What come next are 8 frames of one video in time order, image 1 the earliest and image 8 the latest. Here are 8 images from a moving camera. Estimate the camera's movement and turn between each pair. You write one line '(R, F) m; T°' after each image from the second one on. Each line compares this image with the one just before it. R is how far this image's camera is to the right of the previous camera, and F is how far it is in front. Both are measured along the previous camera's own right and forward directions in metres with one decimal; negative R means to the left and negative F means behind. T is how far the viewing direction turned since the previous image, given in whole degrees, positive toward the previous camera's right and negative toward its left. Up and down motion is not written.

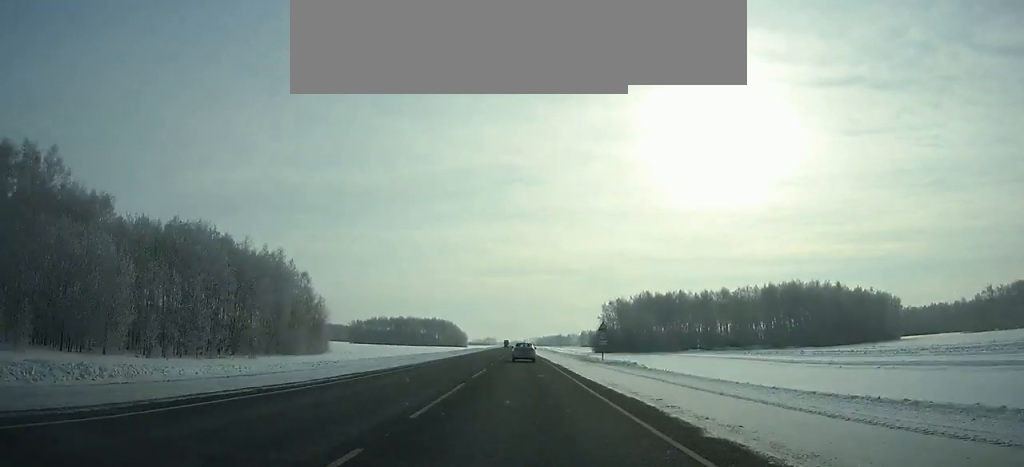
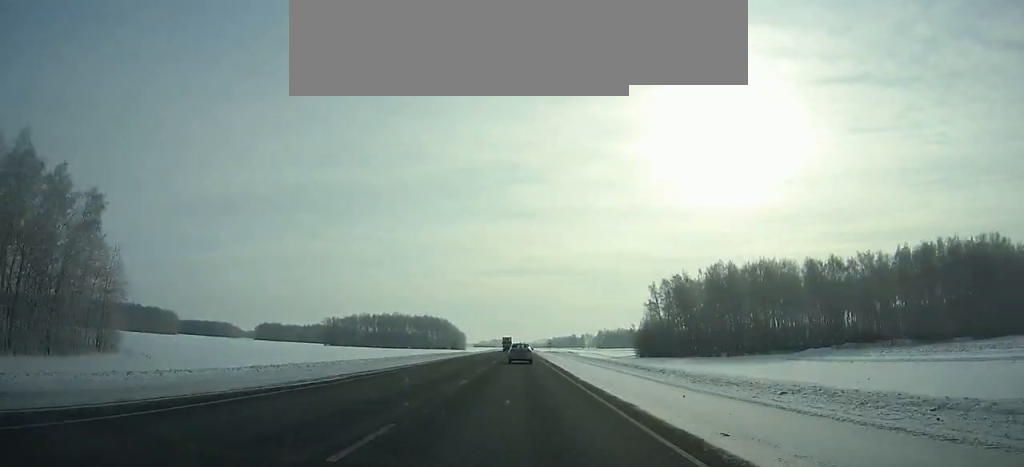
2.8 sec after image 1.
(-0.5, +76.9) m; 0°
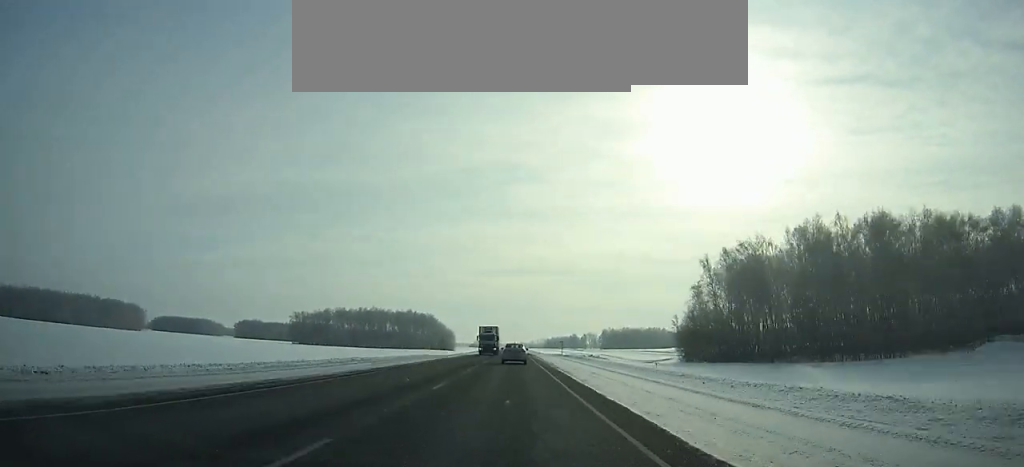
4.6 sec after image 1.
(0.0, +49.3) m; 0°
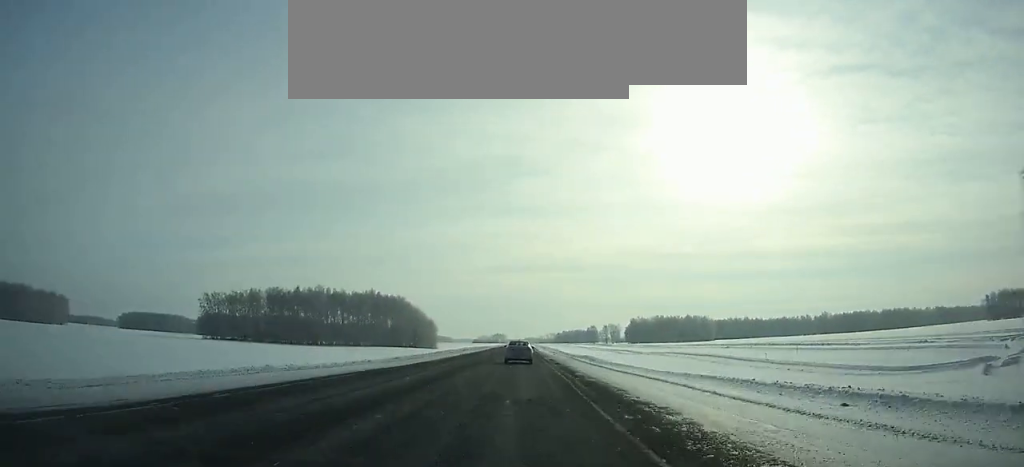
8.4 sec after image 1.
(-0.3, +103.9) m; 0°
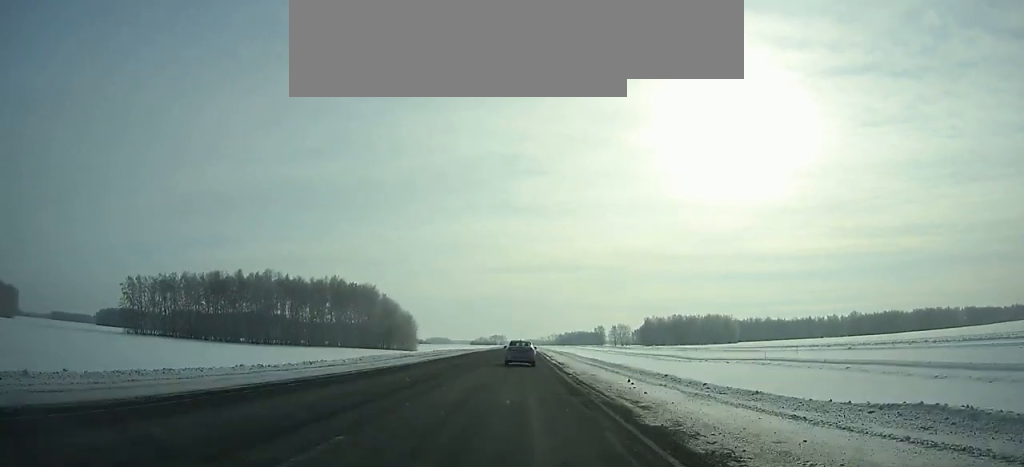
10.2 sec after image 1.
(-0.1, +49.0) m; 0°
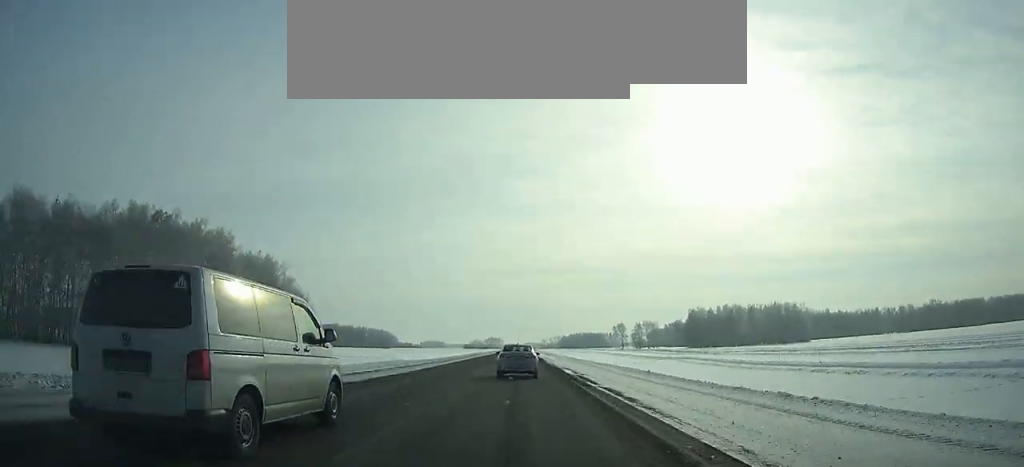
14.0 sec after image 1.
(0.0, +102.3) m; 0°
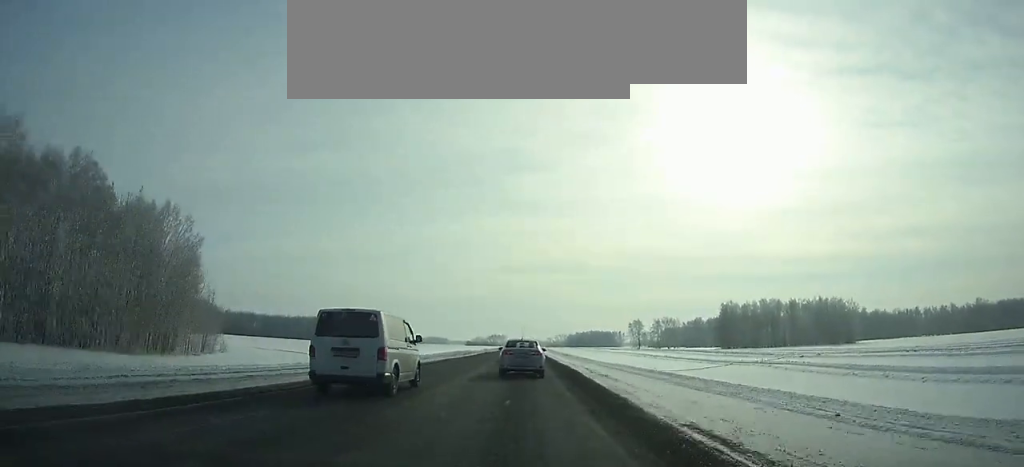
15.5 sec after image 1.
(+0.1, +39.5) m; 0°
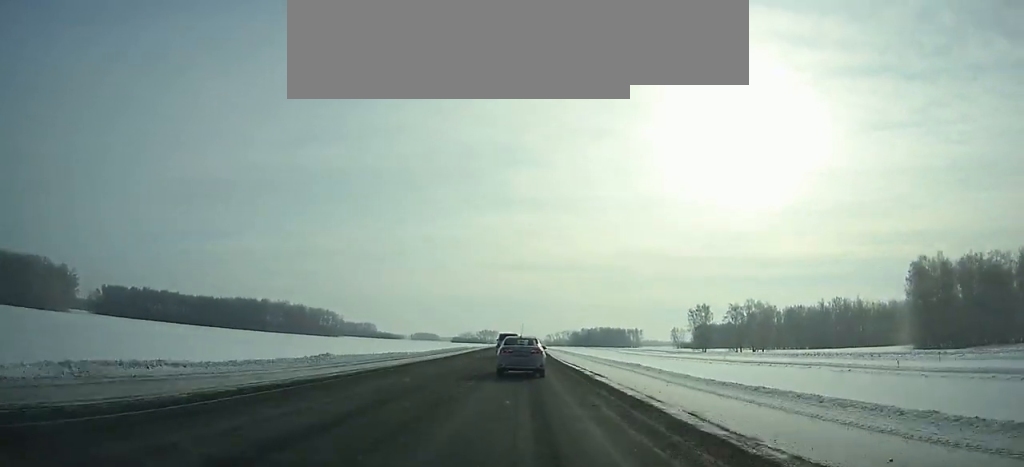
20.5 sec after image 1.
(+0.2, +130.4) m; 0°
